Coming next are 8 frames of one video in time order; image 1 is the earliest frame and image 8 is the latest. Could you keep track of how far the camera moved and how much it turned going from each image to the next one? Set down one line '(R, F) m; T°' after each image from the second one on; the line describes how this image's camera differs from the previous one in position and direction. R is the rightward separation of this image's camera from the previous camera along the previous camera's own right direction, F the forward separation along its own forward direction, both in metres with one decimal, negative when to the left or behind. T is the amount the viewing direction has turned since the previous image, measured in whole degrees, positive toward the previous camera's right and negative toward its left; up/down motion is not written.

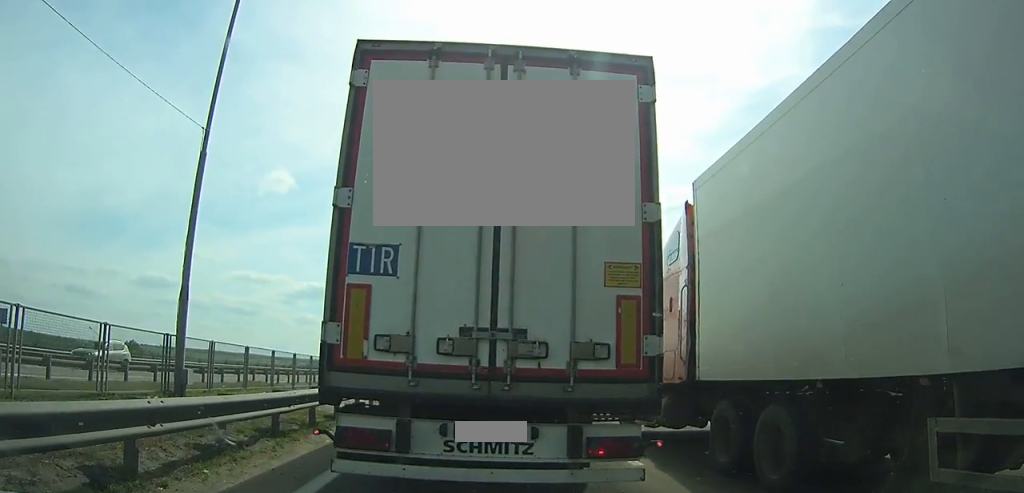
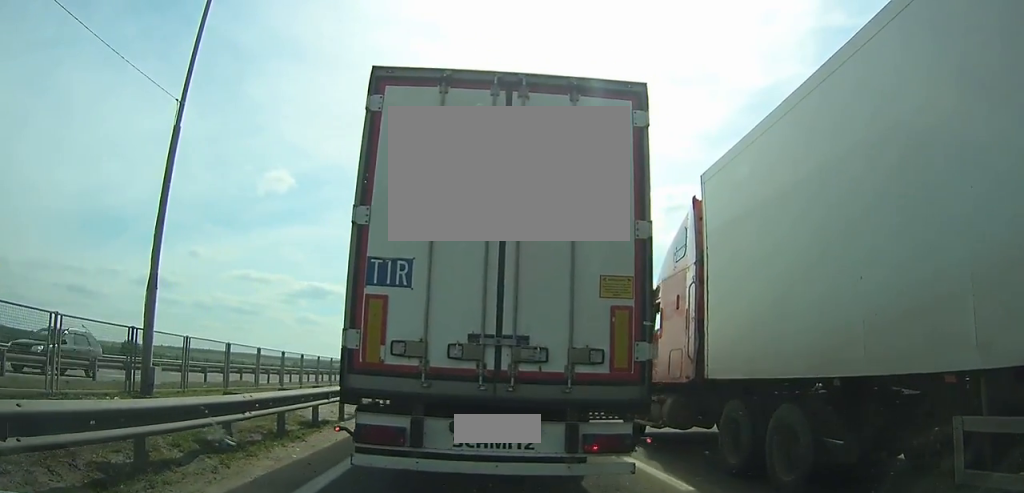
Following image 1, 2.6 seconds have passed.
(0.0, +3.4) m; 0°
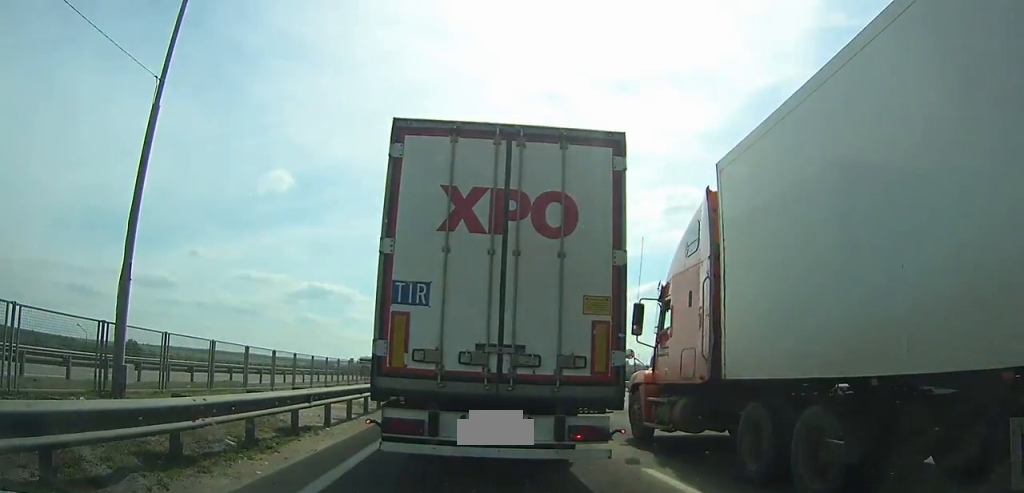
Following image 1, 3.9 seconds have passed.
(0.0, +1.8) m; 0°
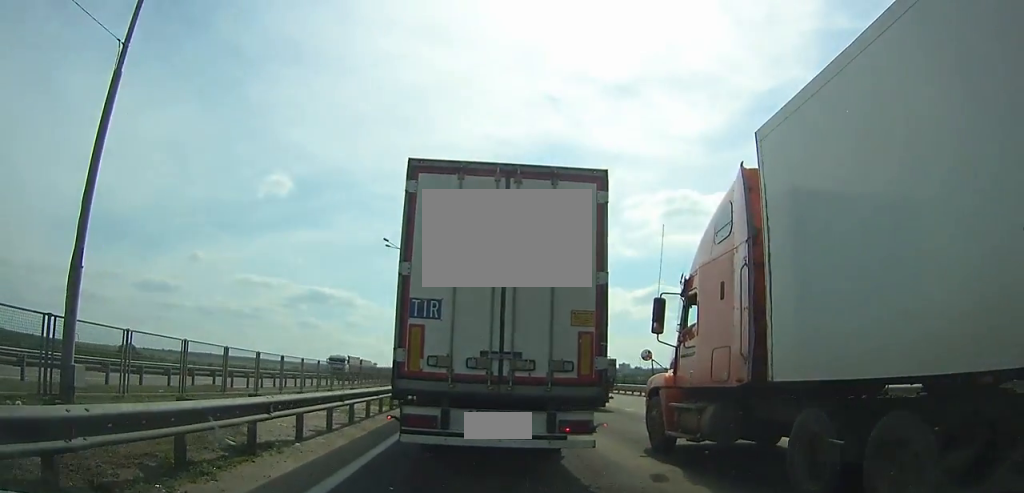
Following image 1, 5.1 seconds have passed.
(0.0, +1.8) m; 0°
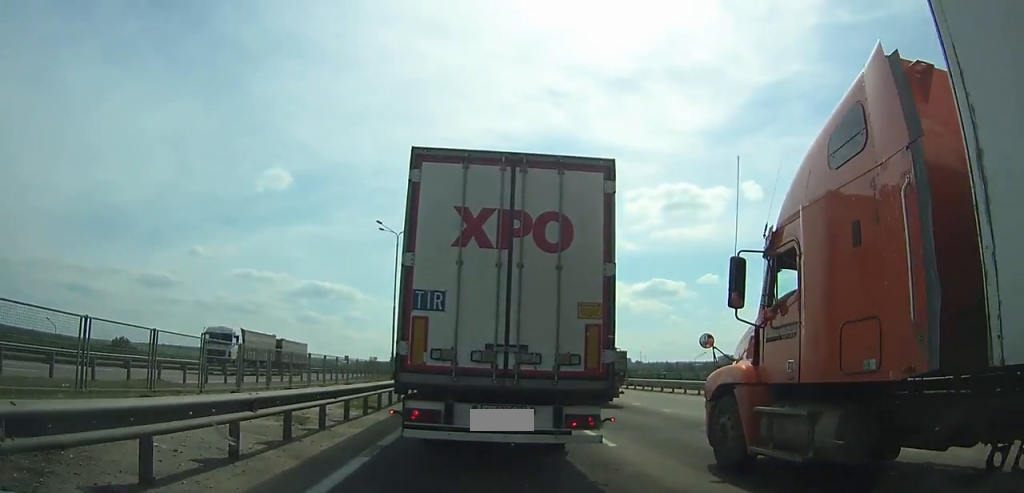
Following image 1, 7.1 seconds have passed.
(0.0, +3.0) m; 0°
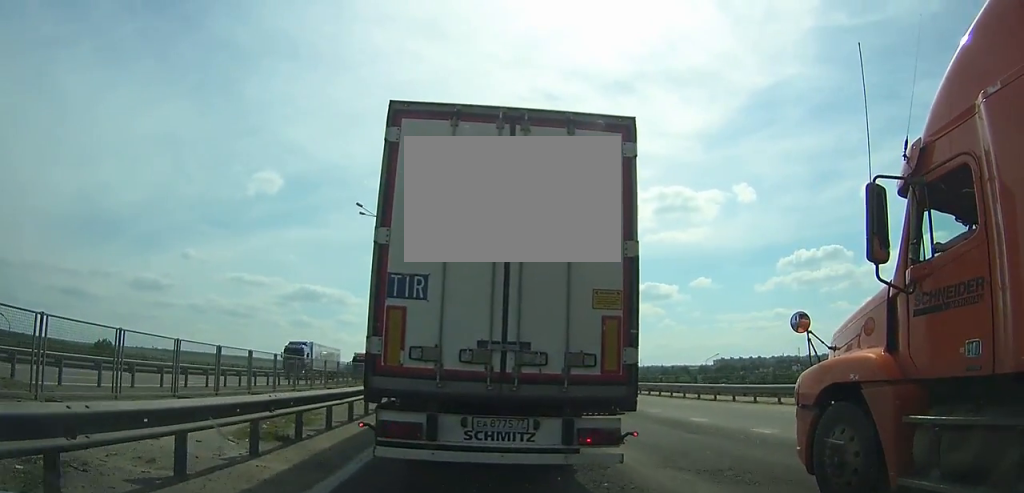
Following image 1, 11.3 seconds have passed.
(-0.1, +6.1) m; +1°
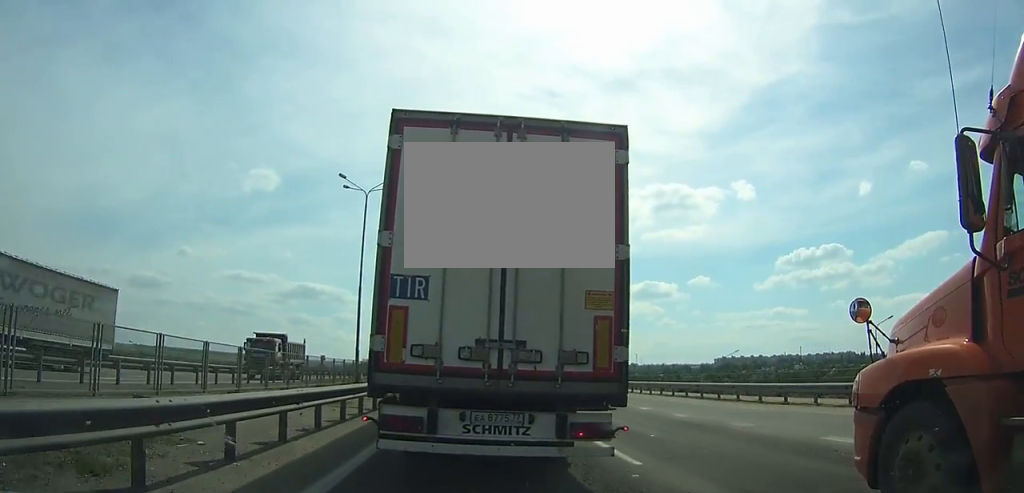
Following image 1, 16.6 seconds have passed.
(+0.4, +7.8) m; +4°
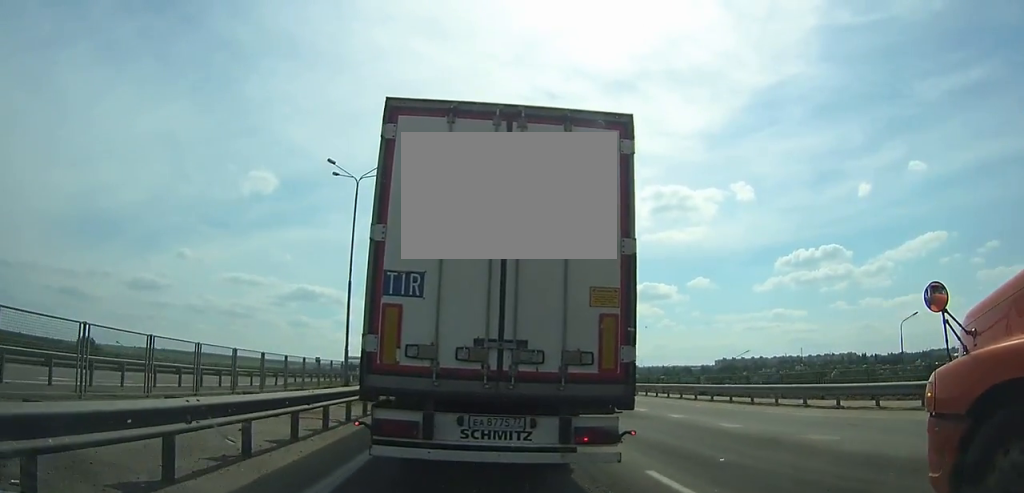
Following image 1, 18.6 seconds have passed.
(0.0, +3.2) m; 0°
